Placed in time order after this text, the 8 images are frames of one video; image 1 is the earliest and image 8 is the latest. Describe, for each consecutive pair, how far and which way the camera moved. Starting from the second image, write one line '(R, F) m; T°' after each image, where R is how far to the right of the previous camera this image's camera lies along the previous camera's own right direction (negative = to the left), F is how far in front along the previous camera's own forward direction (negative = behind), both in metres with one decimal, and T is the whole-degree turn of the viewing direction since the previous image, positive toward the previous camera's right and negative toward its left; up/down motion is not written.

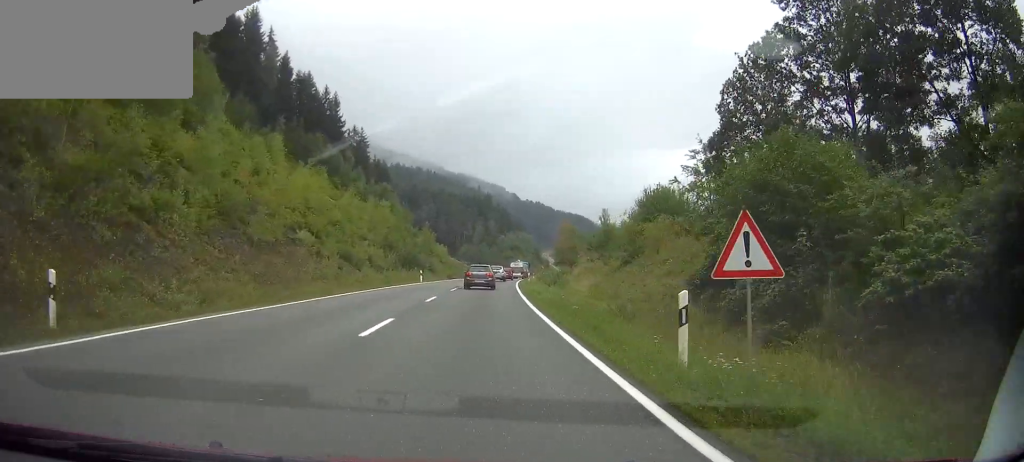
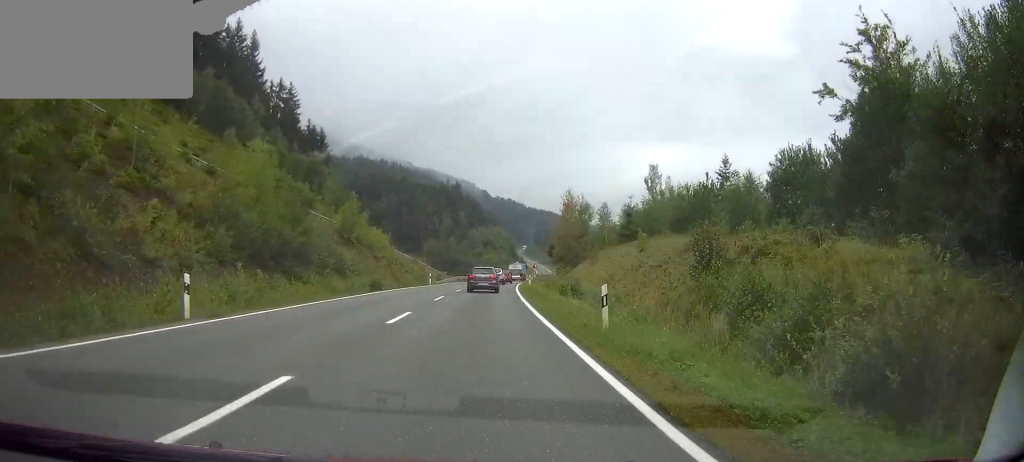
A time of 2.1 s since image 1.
(+3.1, +44.3) m; +6°
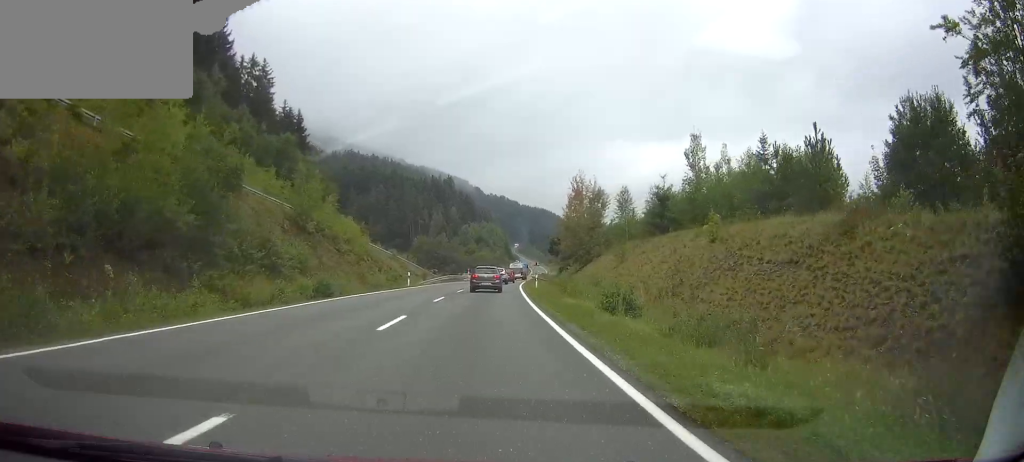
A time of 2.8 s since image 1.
(0.0, +14.2) m; 0°
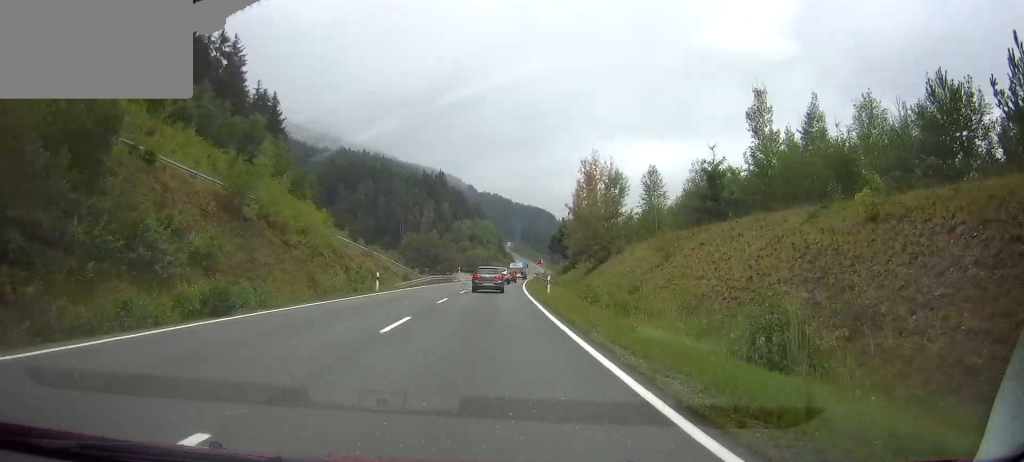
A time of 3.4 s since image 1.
(0.0, +12.8) m; 0°
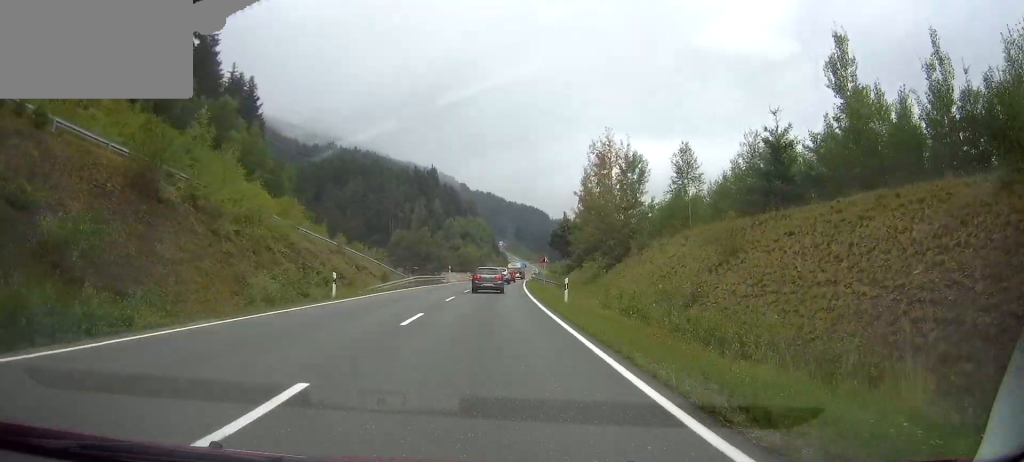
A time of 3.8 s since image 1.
(0.0, +9.9) m; 0°
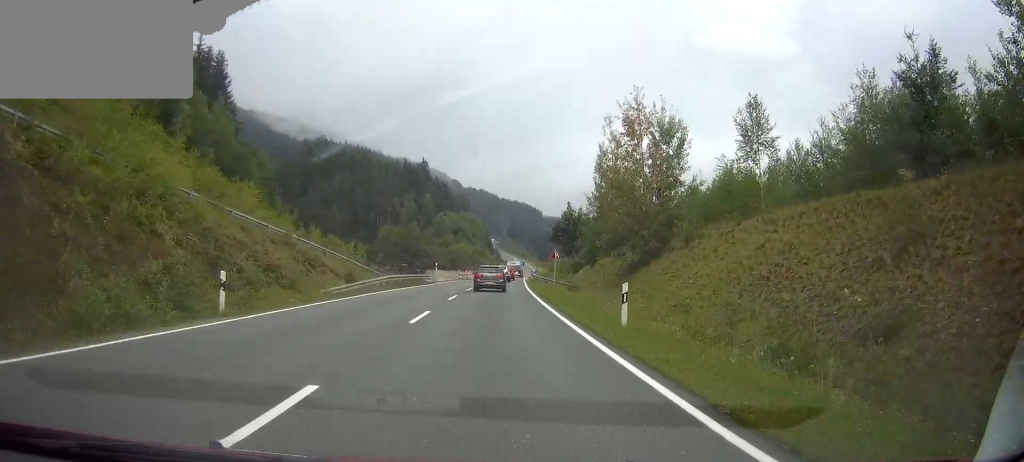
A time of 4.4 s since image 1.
(0.0, +12.0) m; 0°
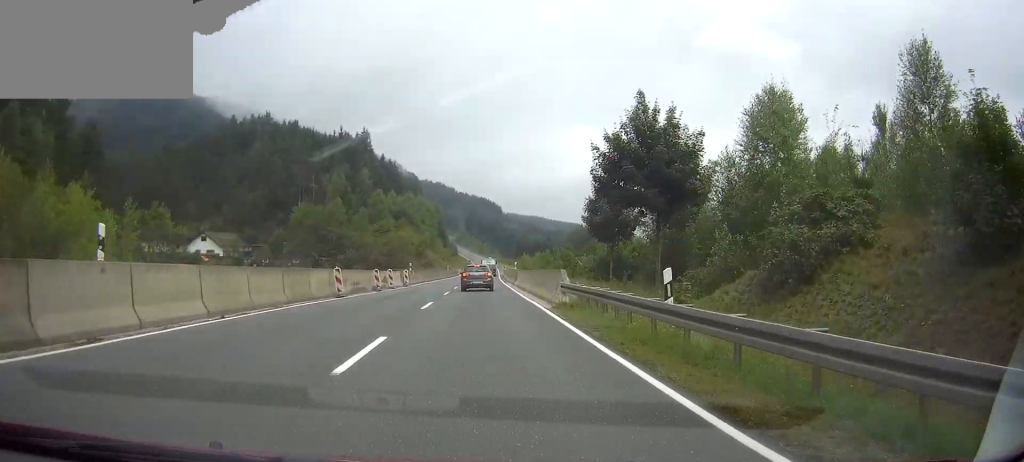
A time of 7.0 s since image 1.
(0.0, +55.3) m; 0°
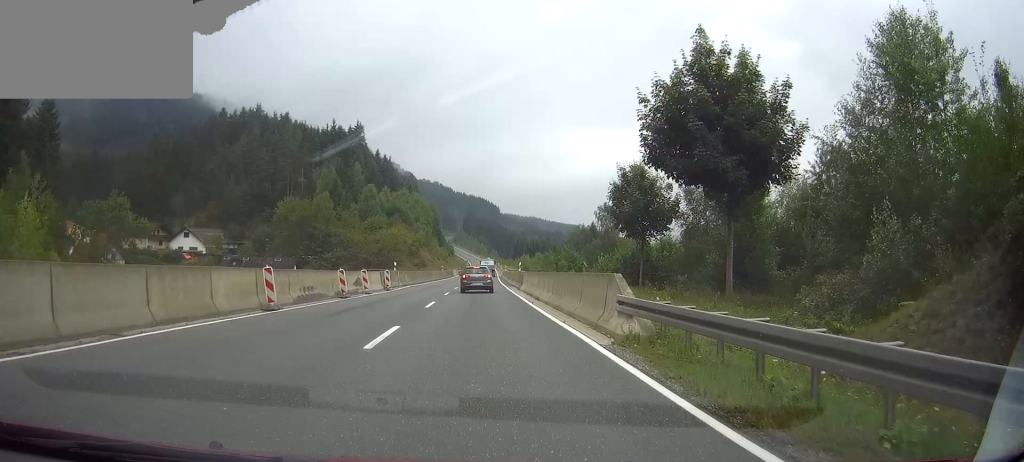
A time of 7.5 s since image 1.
(0.0, +9.7) m; 0°
